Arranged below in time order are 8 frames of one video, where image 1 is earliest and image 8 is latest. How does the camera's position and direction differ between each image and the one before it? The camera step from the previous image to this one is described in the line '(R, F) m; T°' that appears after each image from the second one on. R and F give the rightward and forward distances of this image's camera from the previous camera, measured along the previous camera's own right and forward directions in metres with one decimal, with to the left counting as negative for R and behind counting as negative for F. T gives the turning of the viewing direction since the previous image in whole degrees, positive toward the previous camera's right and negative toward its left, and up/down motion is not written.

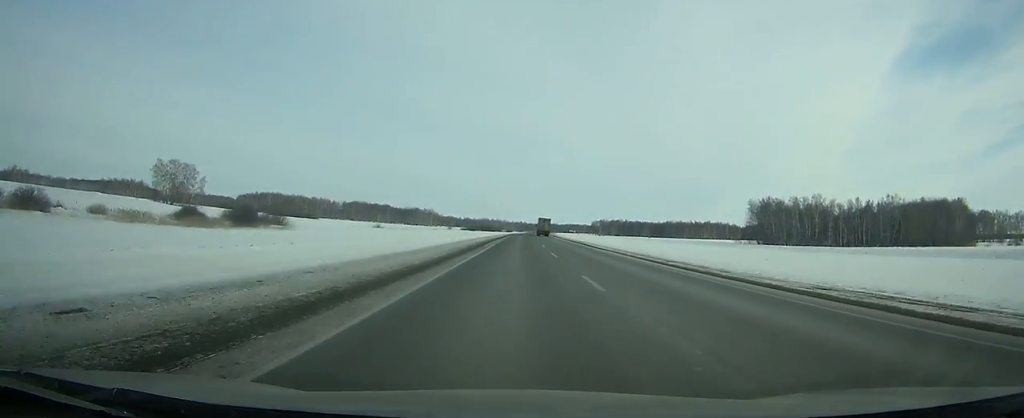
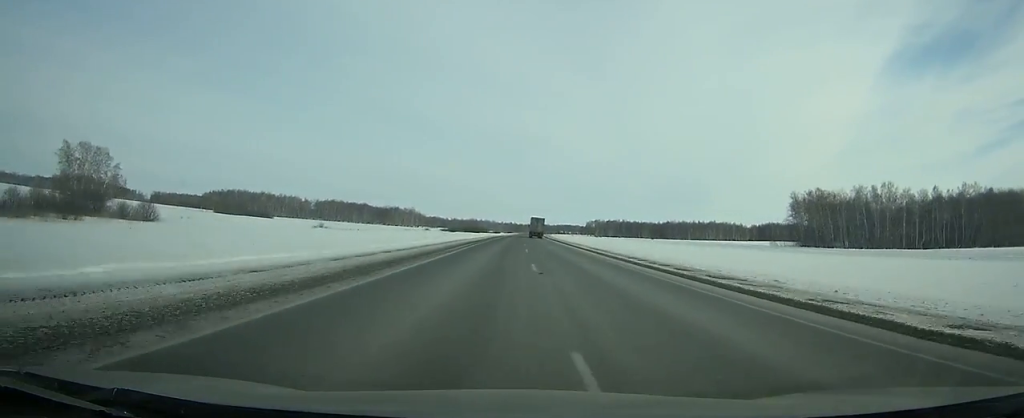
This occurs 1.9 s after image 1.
(+0.7, +57.2) m; +1°
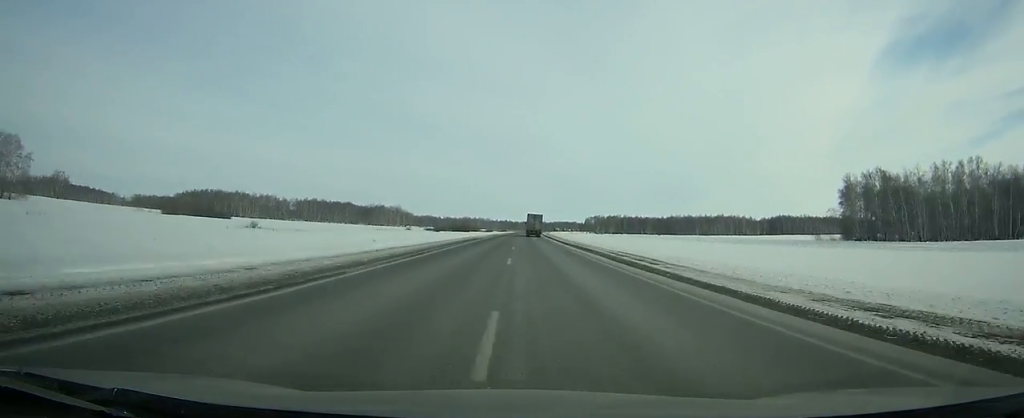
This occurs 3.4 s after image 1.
(+0.2, +44.9) m; 0°
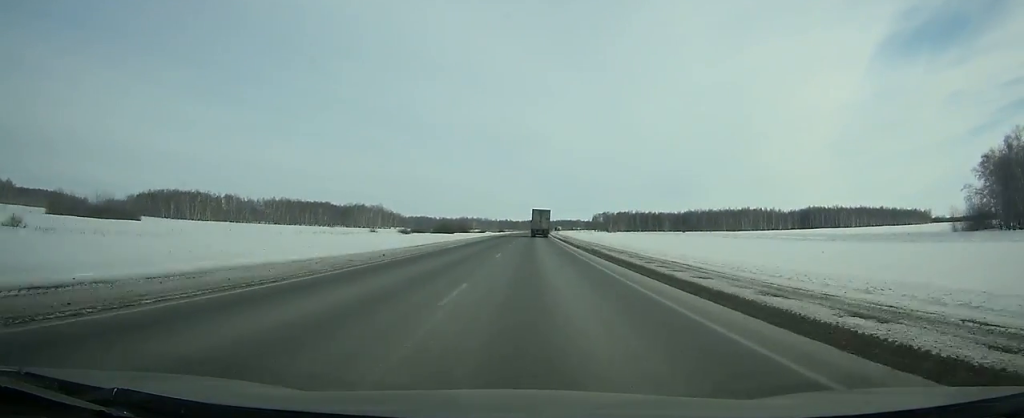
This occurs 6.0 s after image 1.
(+0.3, +75.7) m; 0°
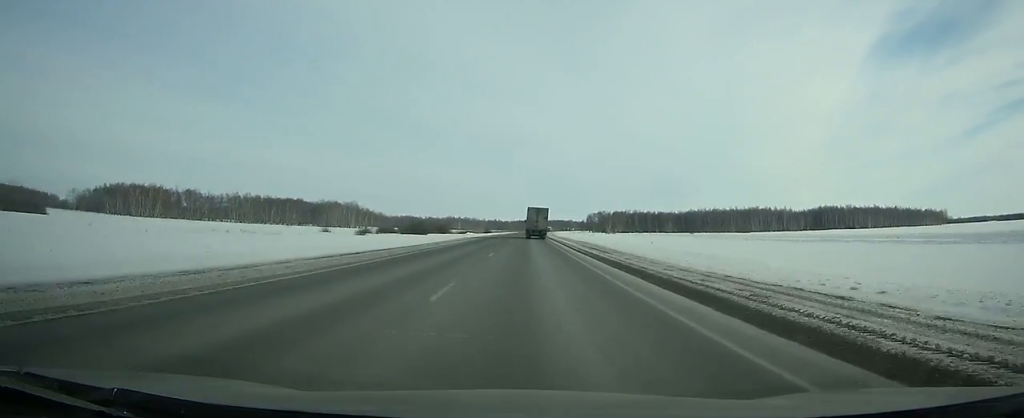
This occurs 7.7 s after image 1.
(+0.1, +47.5) m; 0°
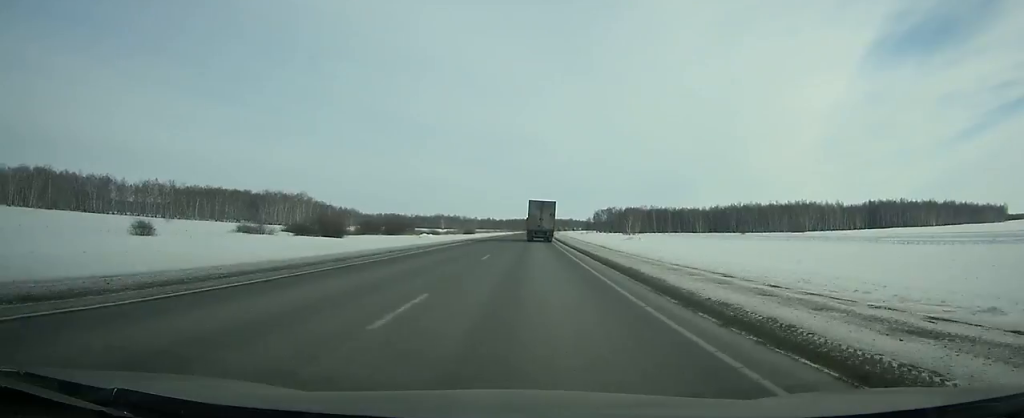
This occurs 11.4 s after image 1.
(+0.5, +100.1) m; +1°
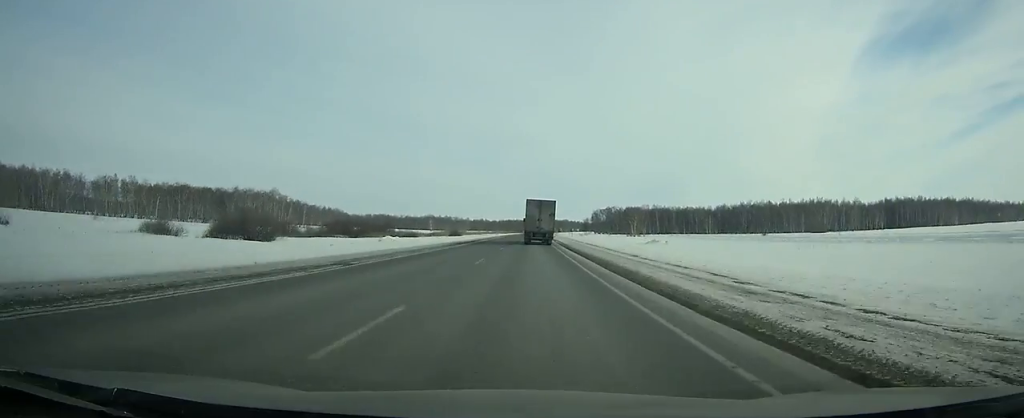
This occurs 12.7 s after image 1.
(+0.1, +34.0) m; 0°
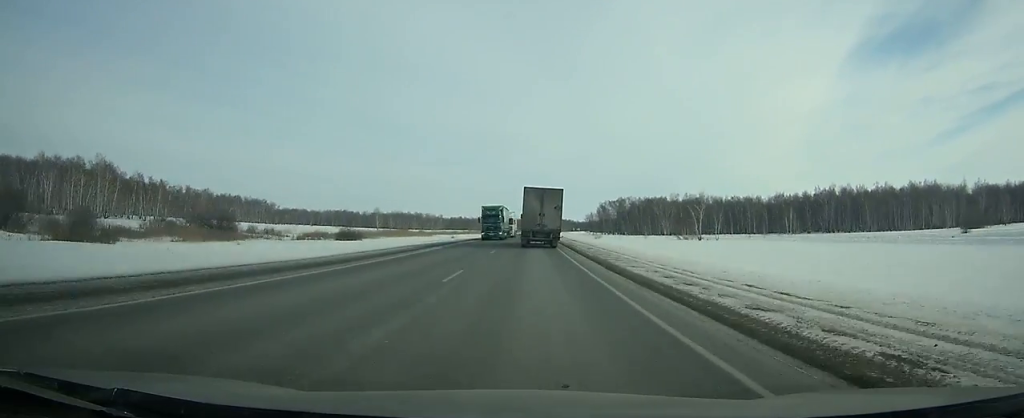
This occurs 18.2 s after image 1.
(+2.2, +137.0) m; +2°
